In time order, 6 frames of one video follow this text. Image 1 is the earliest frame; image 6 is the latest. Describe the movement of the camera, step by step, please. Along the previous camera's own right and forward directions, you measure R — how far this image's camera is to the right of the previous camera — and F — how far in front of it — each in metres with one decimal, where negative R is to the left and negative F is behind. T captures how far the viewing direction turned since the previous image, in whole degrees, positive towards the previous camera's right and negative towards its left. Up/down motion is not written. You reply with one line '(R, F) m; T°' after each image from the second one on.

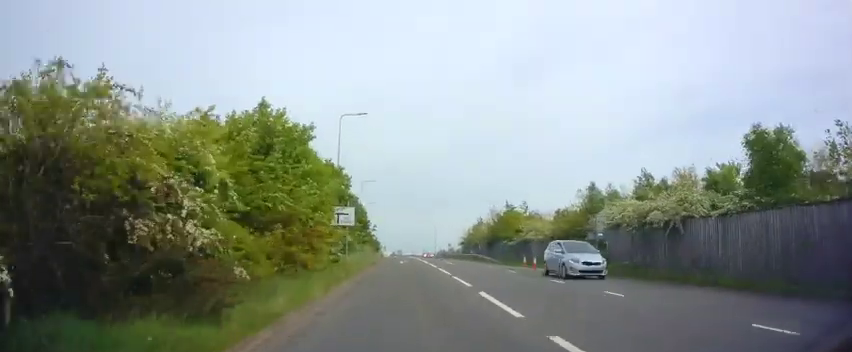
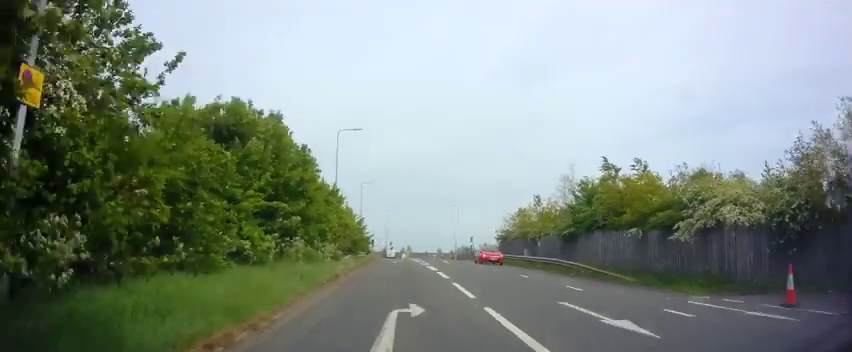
(0.0, +27.6) m; -1°
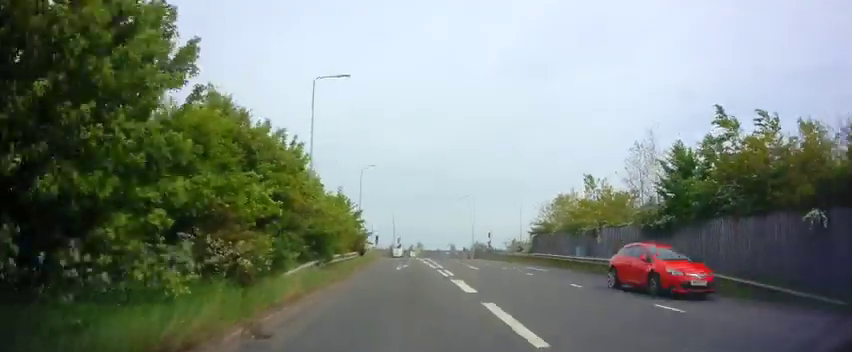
(-0.2, +11.9) m; -2°
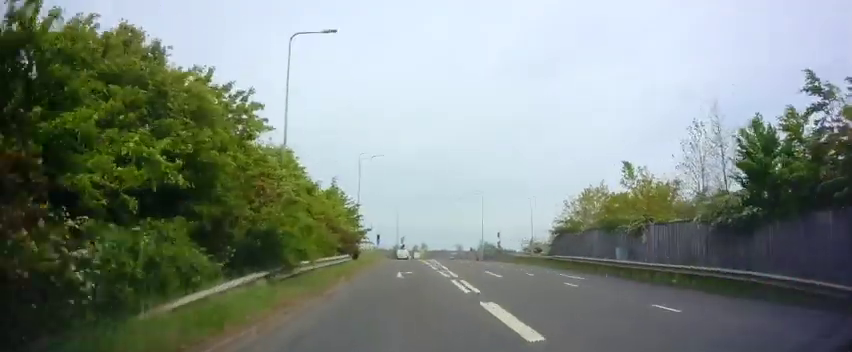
(-0.1, +5.9) m; -1°
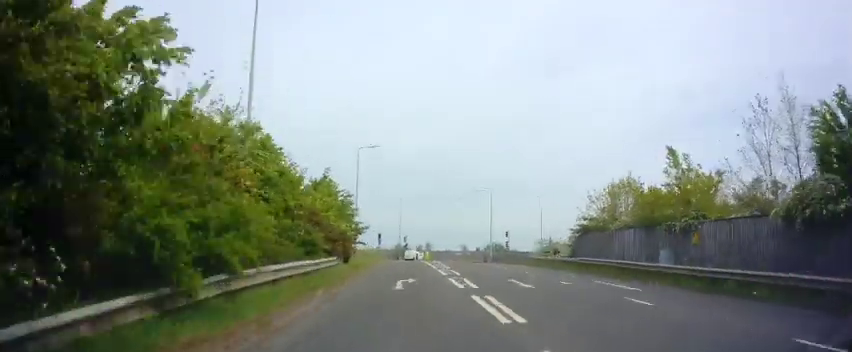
(0.0, +4.6) m; 0°
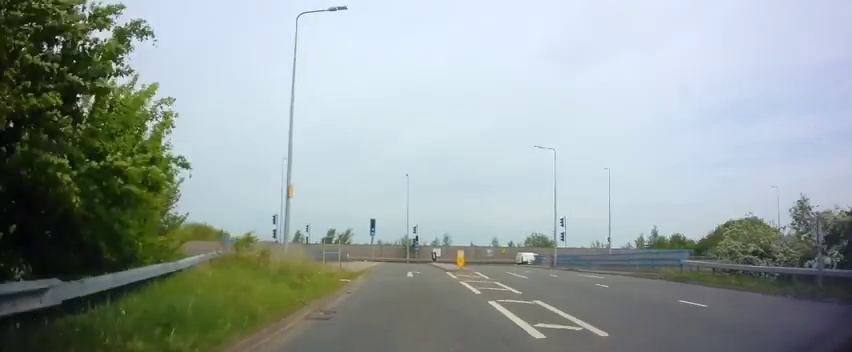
(0.0, +26.1) m; 0°
